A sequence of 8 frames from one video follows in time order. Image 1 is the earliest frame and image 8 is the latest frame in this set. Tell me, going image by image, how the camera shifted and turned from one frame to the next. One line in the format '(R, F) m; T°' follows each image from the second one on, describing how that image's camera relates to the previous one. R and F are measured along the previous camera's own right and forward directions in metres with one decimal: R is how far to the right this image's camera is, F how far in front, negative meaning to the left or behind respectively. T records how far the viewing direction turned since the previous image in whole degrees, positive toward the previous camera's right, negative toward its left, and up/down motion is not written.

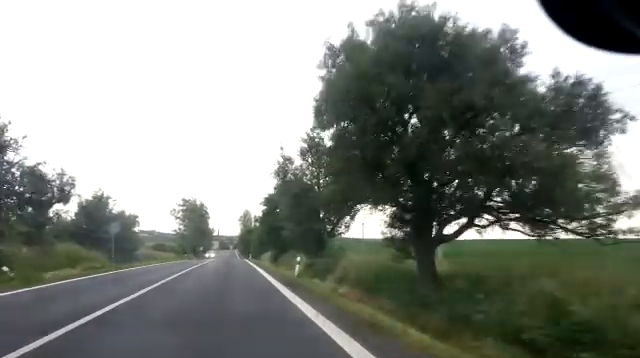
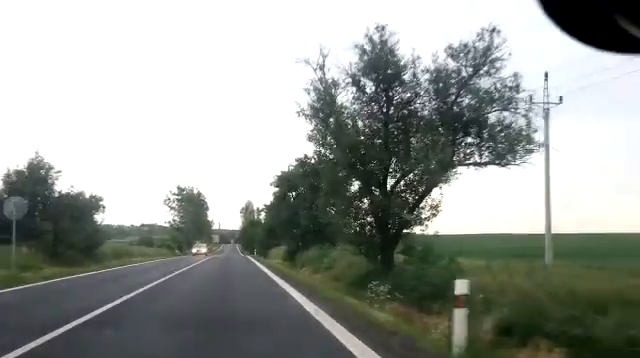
(+0.2, +13.9) m; +1°
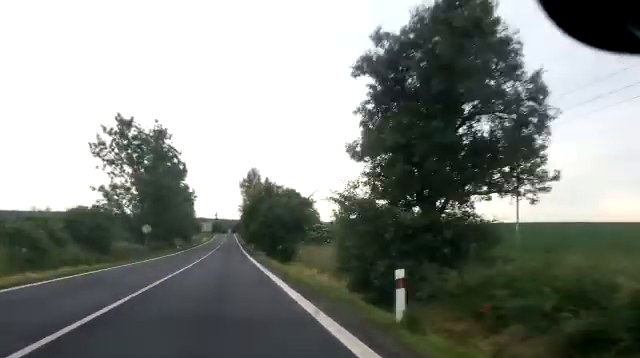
(0.0, +55.4) m; -1°
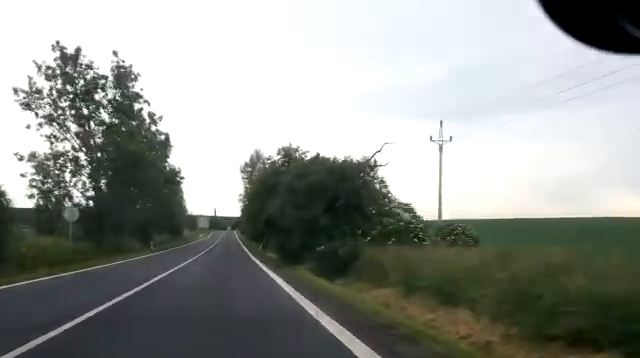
(-0.1, +19.3) m; +1°
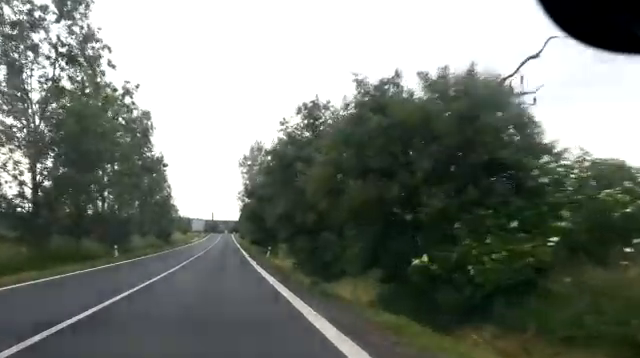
(+0.3, +11.7) m; +1°
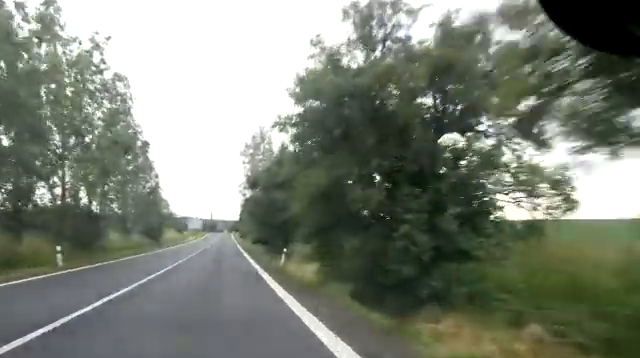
(0.0, +9.8) m; 0°
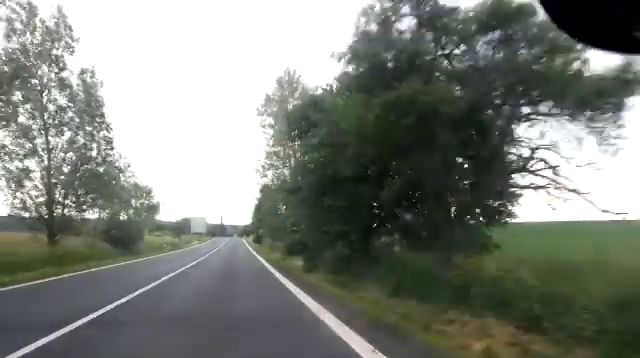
(-0.2, +25.4) m; -1°
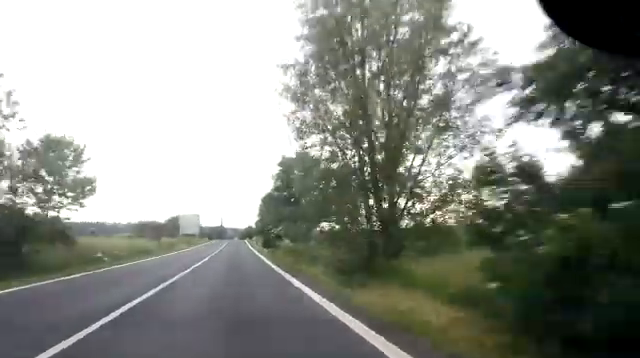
(-0.2, +25.0) m; 0°
